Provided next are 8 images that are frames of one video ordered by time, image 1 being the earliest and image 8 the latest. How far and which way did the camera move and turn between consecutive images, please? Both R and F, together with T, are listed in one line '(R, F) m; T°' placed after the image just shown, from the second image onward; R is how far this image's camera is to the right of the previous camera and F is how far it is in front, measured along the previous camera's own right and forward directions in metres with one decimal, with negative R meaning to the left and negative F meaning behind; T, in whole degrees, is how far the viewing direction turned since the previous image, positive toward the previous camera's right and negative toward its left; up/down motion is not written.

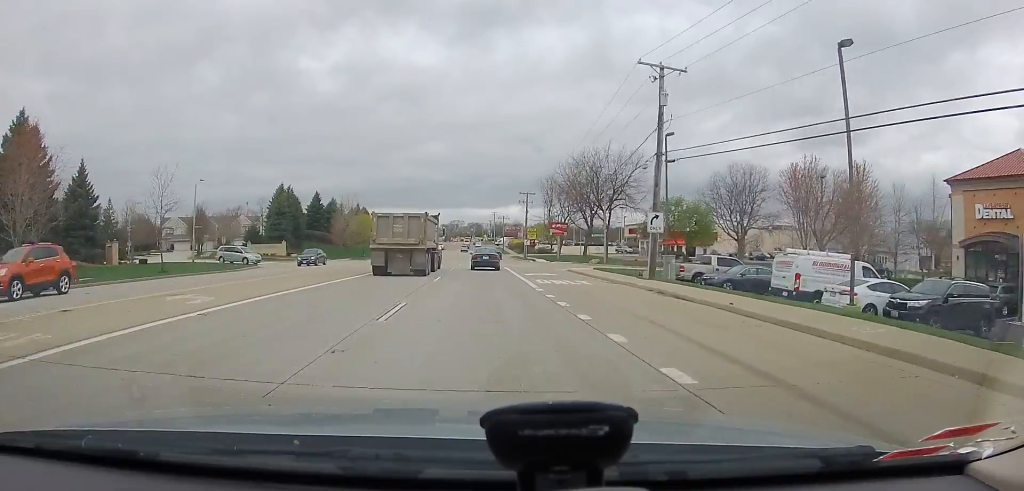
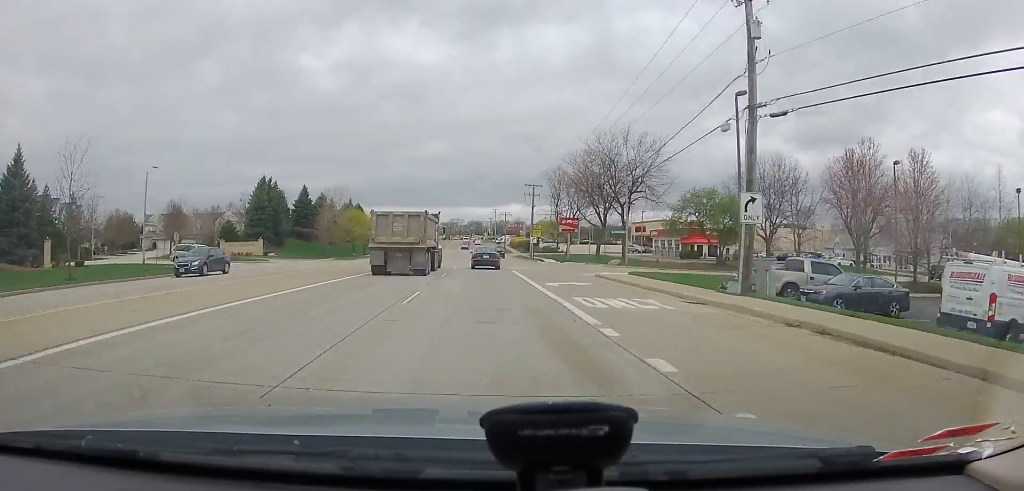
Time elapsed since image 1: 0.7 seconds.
(0.0, +9.1) m; 0°
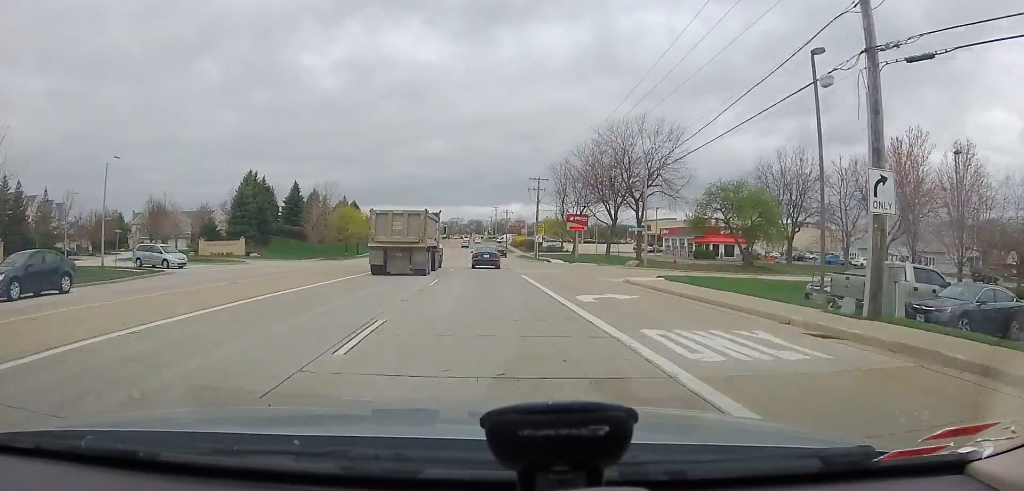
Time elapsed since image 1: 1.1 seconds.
(0.0, +6.0) m; 0°
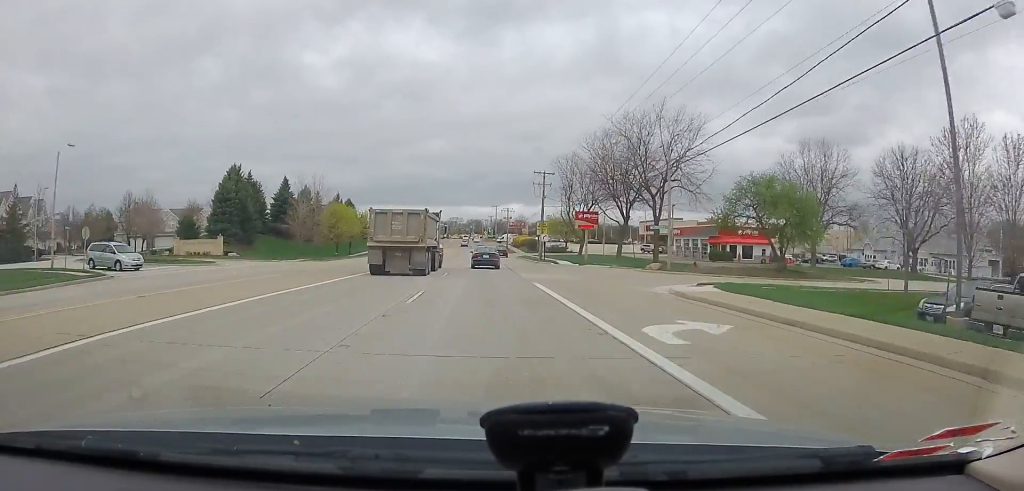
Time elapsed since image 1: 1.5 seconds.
(0.0, +6.0) m; 0°
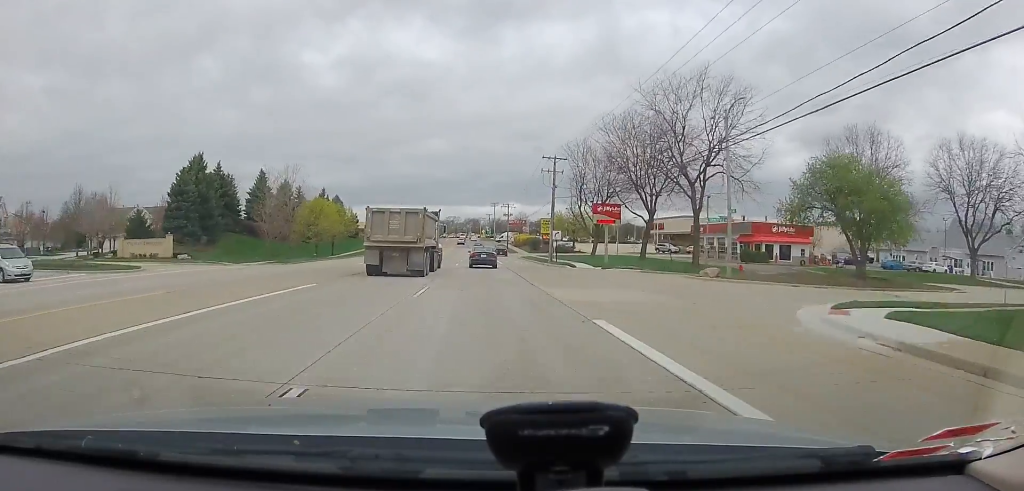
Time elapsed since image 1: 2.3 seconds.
(+0.2, +10.8) m; -1°
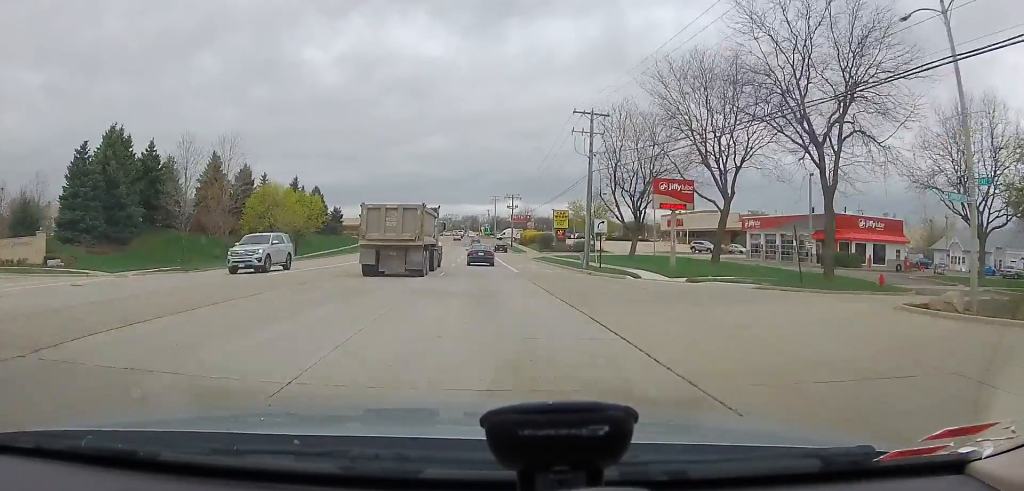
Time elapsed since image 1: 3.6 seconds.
(-0.3, +17.8) m; +1°
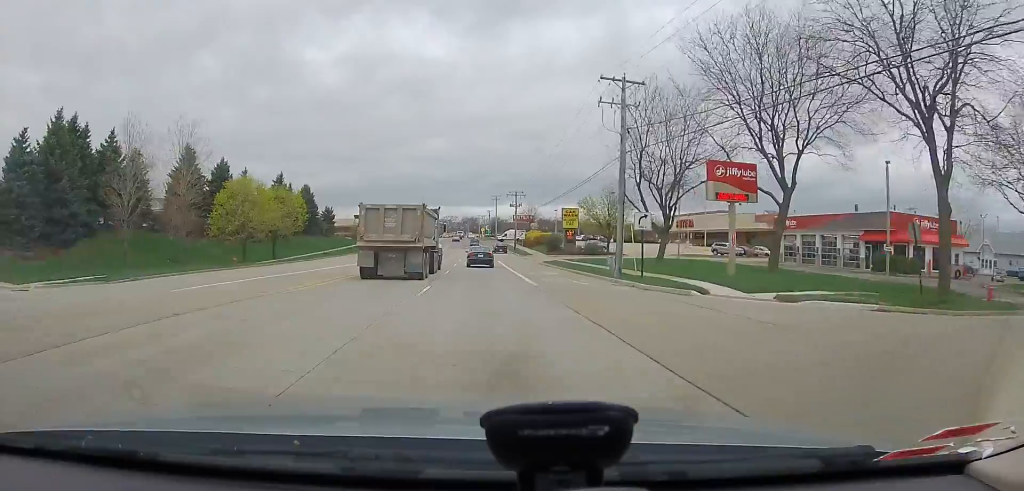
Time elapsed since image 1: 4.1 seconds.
(+0.4, +7.9) m; 0°
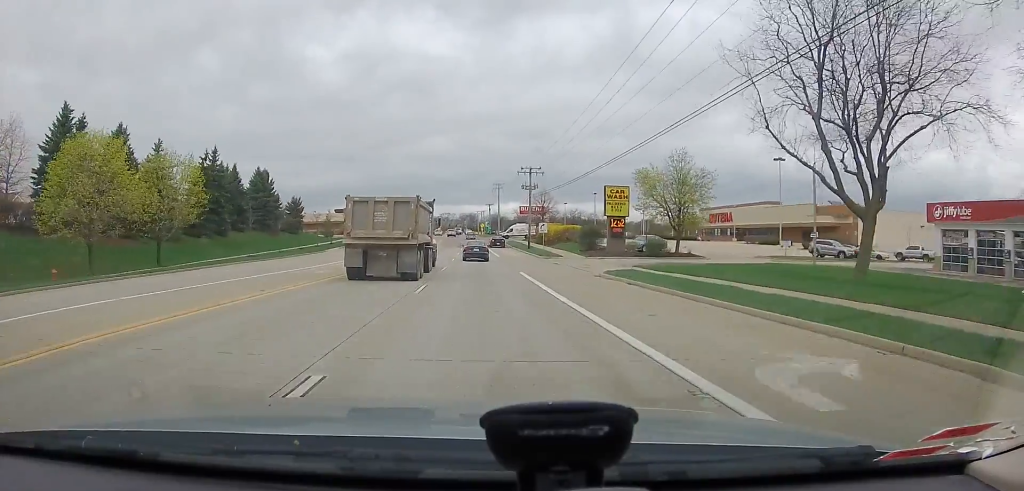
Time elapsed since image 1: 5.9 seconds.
(-0.6, +24.3) m; -2°
